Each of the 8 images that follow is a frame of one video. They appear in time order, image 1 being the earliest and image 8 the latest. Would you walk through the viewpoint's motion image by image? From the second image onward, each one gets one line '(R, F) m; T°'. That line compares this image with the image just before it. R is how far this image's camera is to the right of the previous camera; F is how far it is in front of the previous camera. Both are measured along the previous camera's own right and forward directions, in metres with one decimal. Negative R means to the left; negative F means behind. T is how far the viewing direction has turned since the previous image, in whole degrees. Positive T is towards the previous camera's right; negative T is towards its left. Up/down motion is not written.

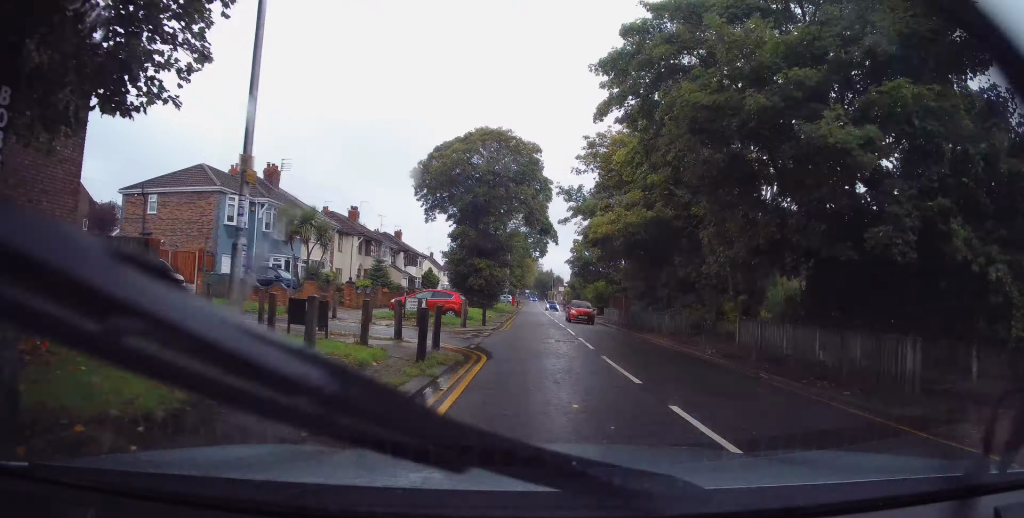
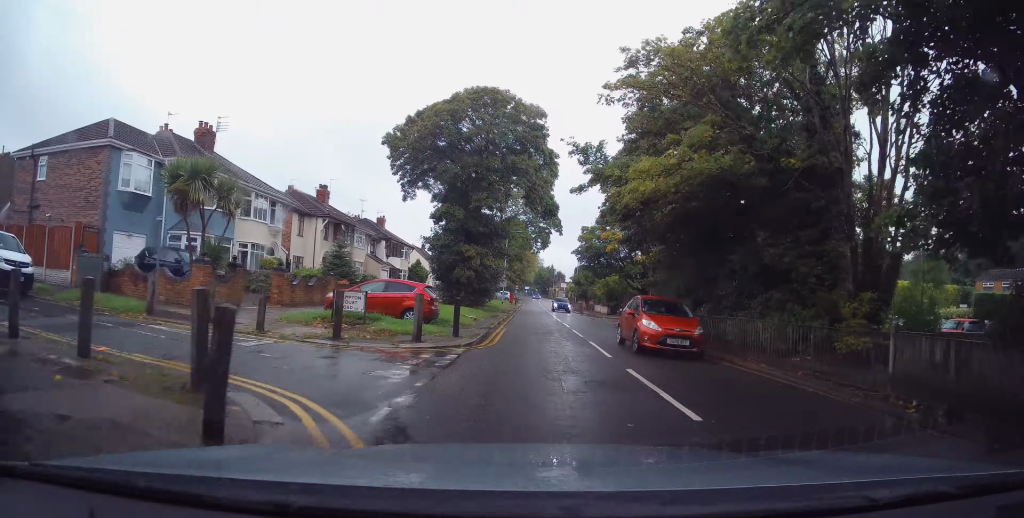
(-0.1, +8.8) m; -2°
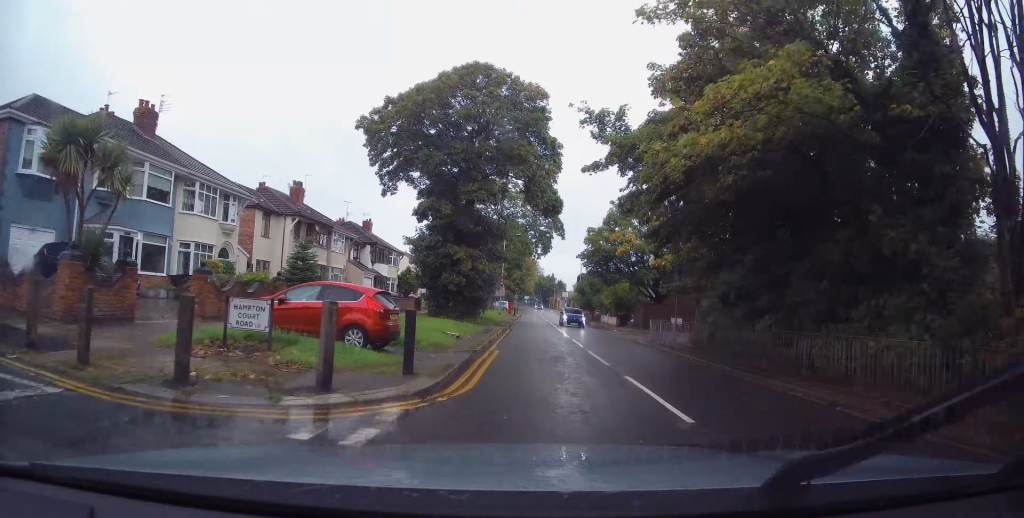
(-0.1, +5.5) m; 0°
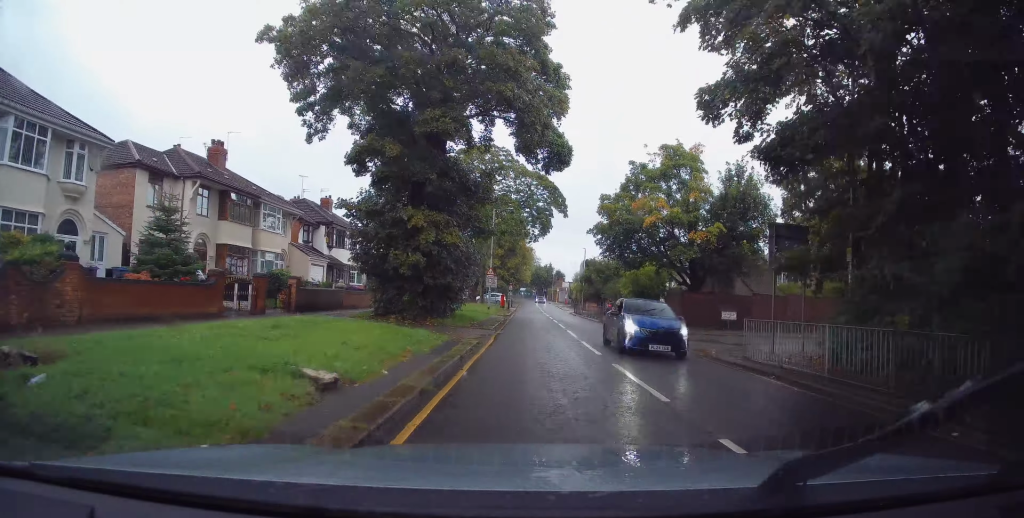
(+0.5, +10.9) m; +3°
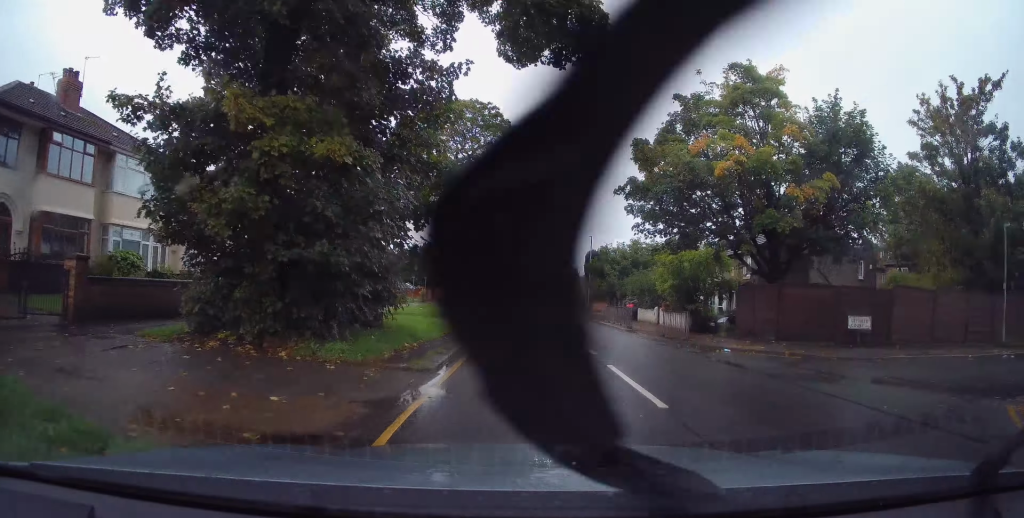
(-0.2, +12.4) m; +1°
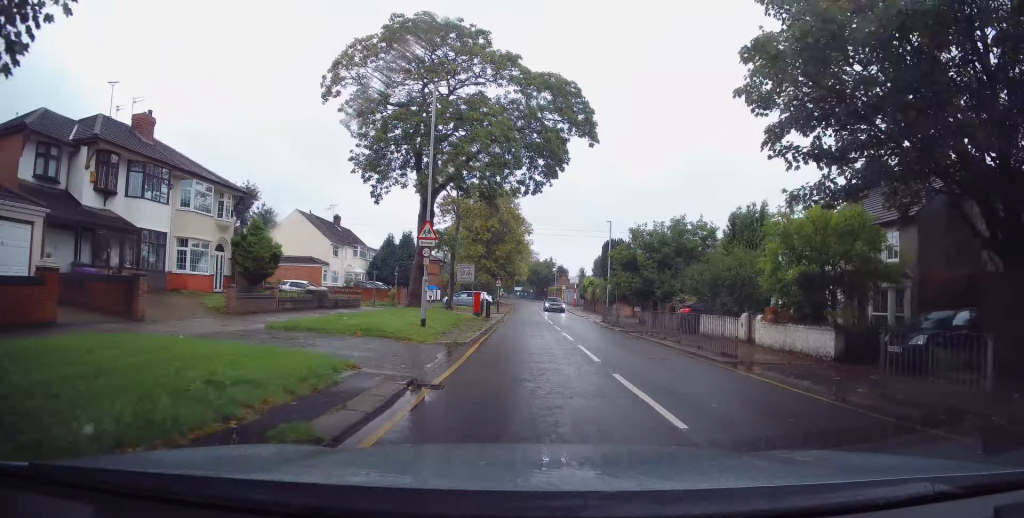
(+0.5, +13.1) m; -2°
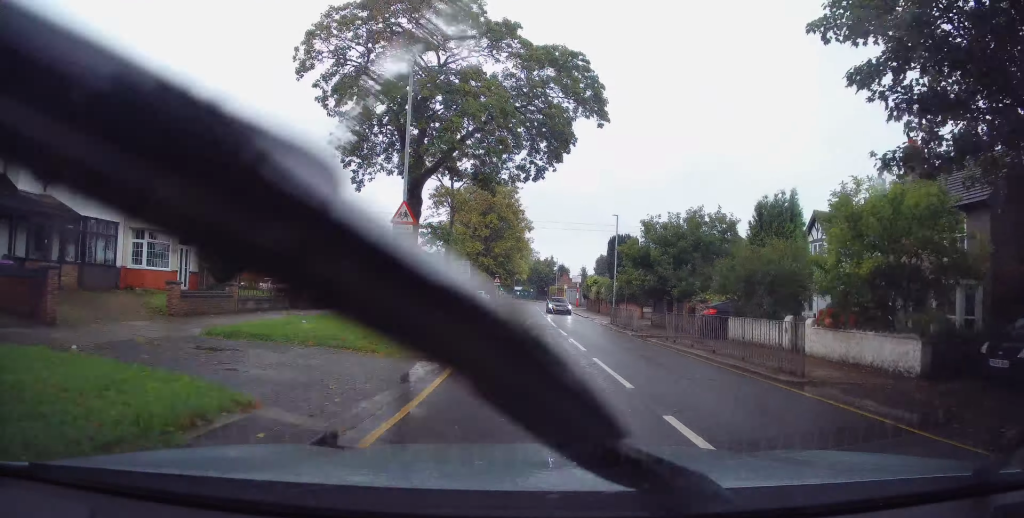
(-0.1, +3.4) m; -2°
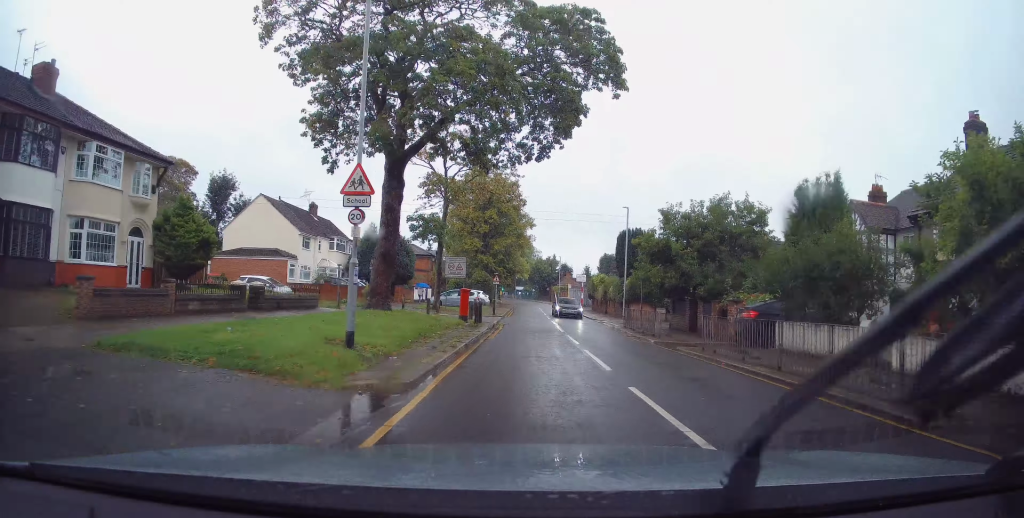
(-0.2, +3.9) m; -2°
